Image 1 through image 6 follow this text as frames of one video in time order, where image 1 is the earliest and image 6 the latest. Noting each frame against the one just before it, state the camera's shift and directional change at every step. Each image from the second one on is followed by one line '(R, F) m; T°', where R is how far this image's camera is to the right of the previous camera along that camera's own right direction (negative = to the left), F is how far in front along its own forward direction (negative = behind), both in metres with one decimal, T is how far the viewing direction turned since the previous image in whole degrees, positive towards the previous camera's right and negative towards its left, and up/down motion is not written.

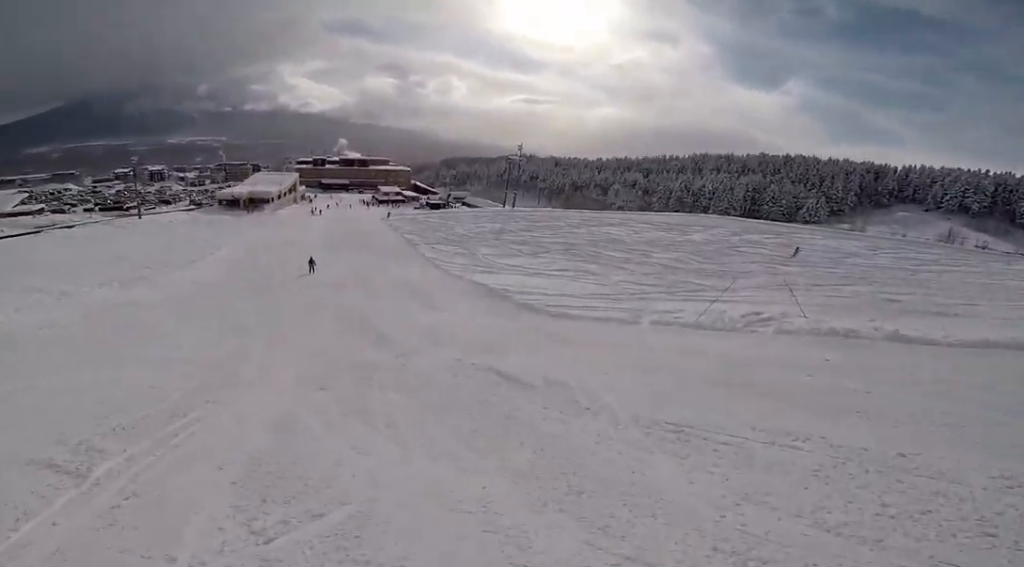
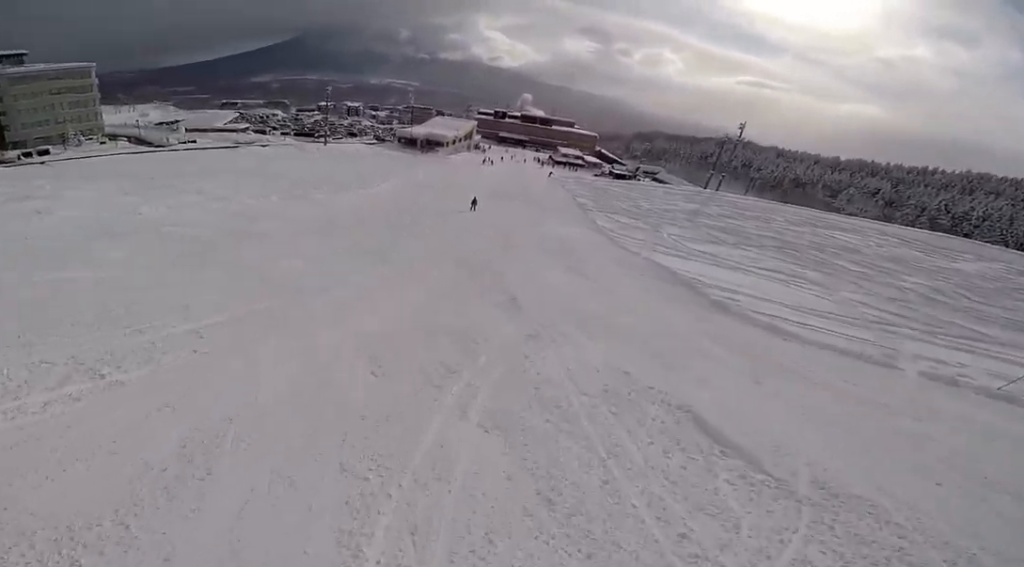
(+0.1, +3.6) m; -10°
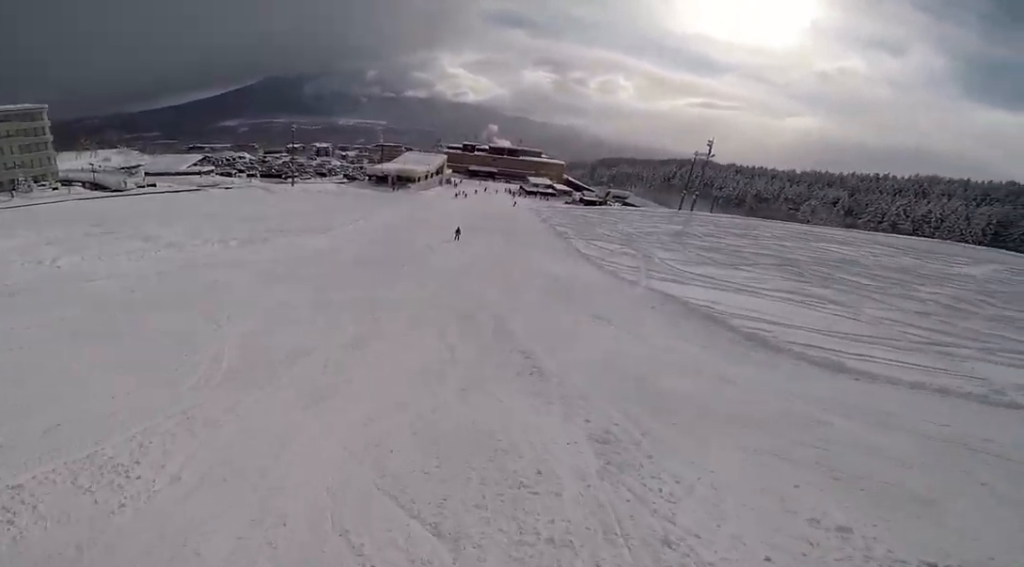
(-0.9, +4.0) m; -4°
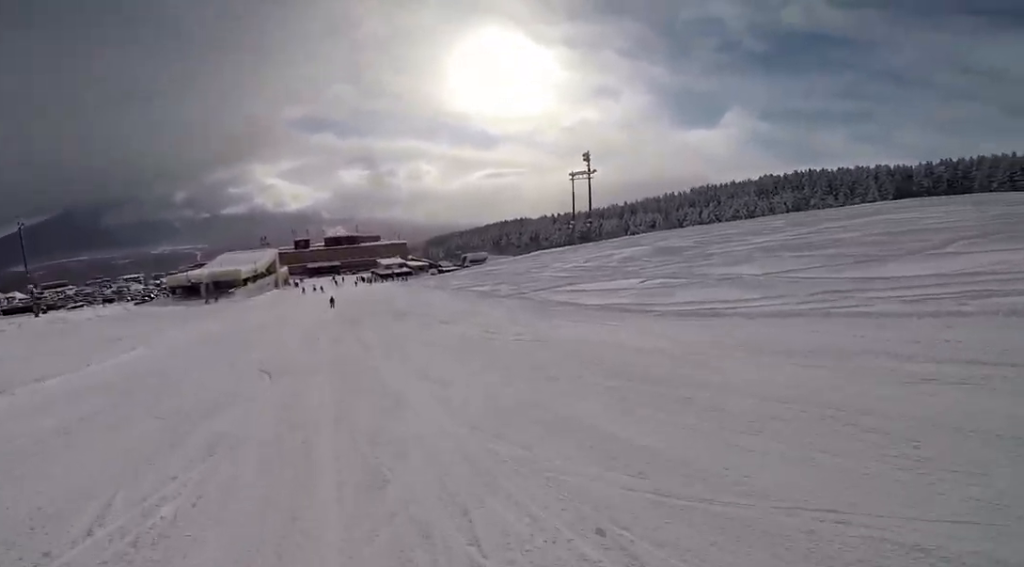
(+0.6, +24.8) m; +4°
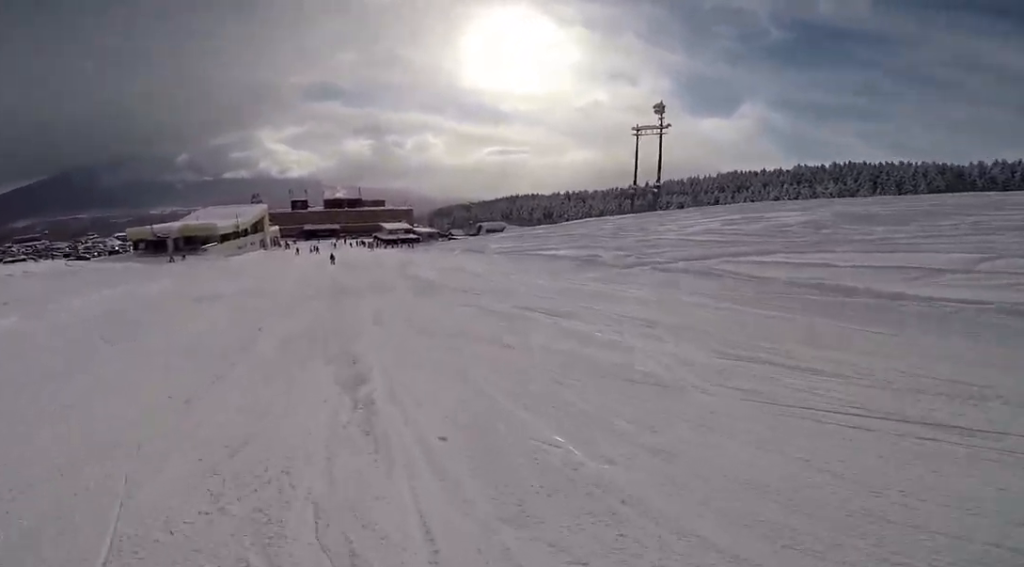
(+1.4, +14.1) m; +6°
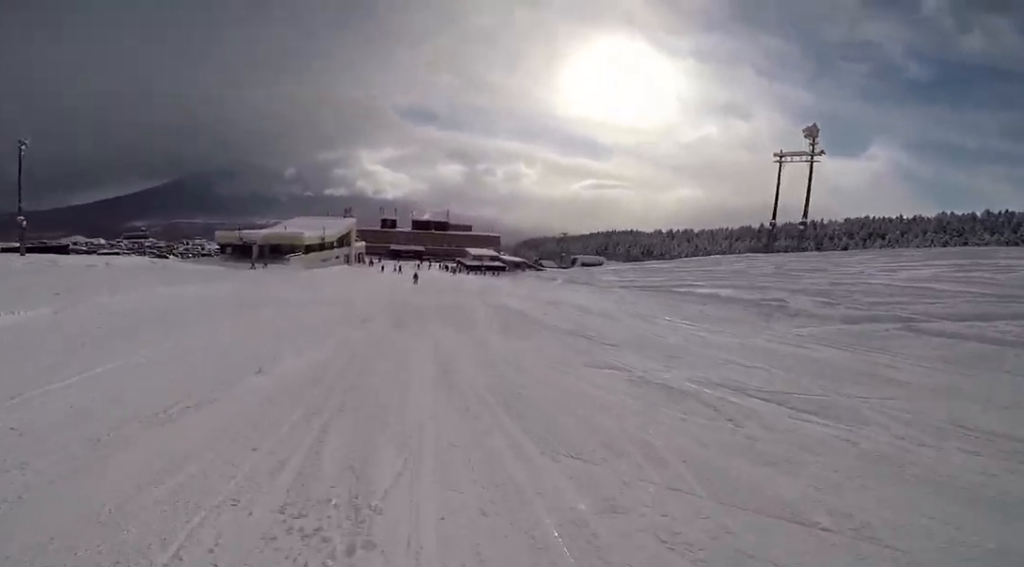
(-0.3, +5.3) m; -4°
